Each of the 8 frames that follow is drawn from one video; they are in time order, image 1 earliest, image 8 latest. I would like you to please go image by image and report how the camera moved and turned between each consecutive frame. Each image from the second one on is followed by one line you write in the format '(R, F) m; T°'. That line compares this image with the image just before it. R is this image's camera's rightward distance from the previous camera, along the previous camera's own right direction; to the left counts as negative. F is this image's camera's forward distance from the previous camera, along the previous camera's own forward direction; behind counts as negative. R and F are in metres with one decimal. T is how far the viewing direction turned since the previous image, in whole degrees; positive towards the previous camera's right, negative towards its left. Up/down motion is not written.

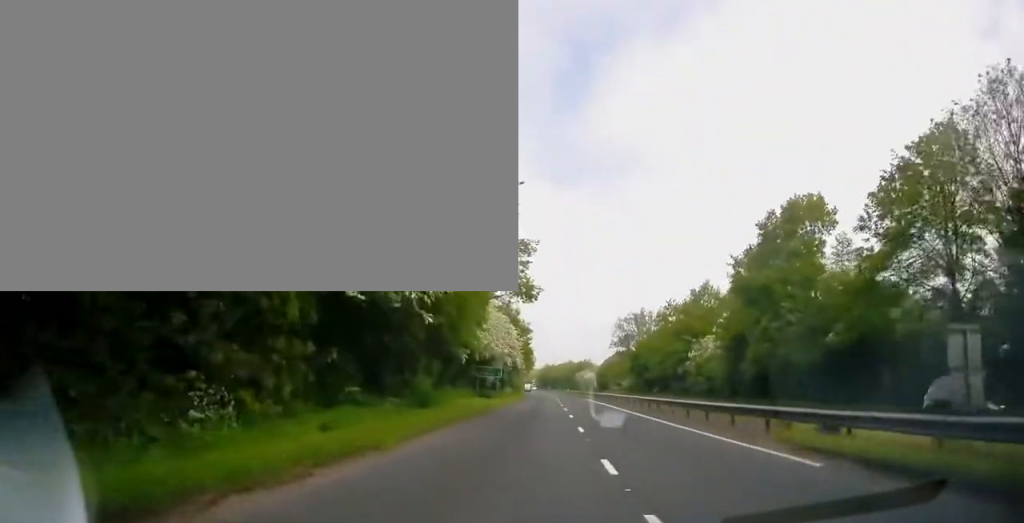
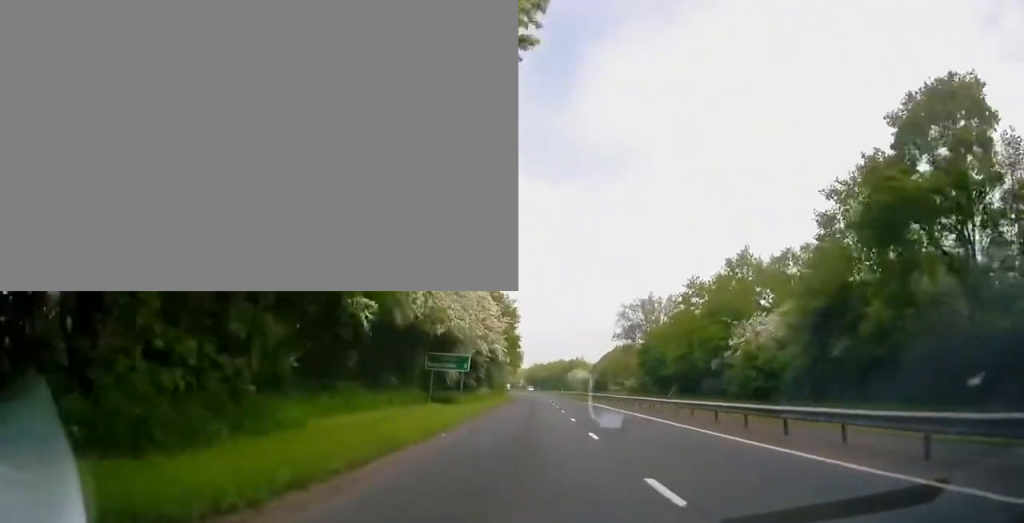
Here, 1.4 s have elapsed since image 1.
(+0.1, +19.9) m; +1°
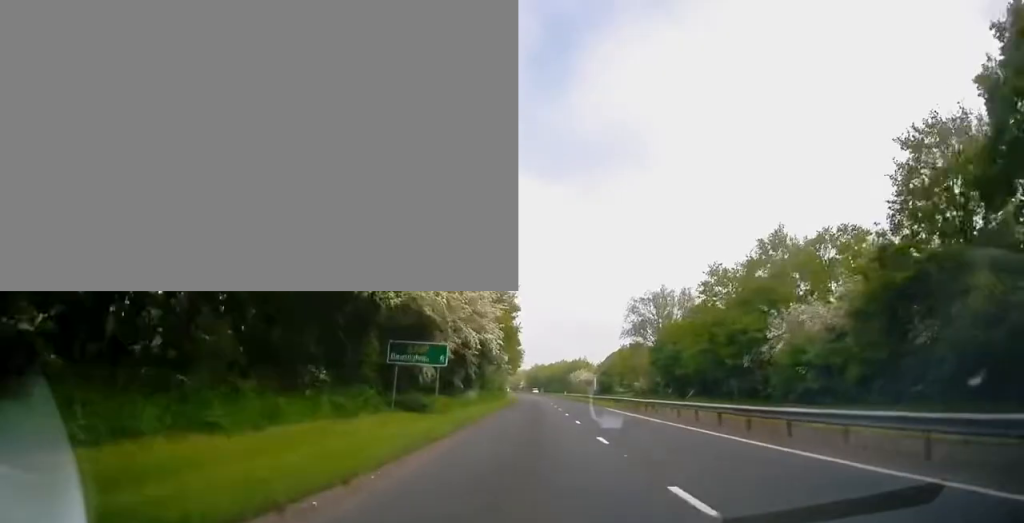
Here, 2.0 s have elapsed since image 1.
(+0.1, +9.1) m; 0°
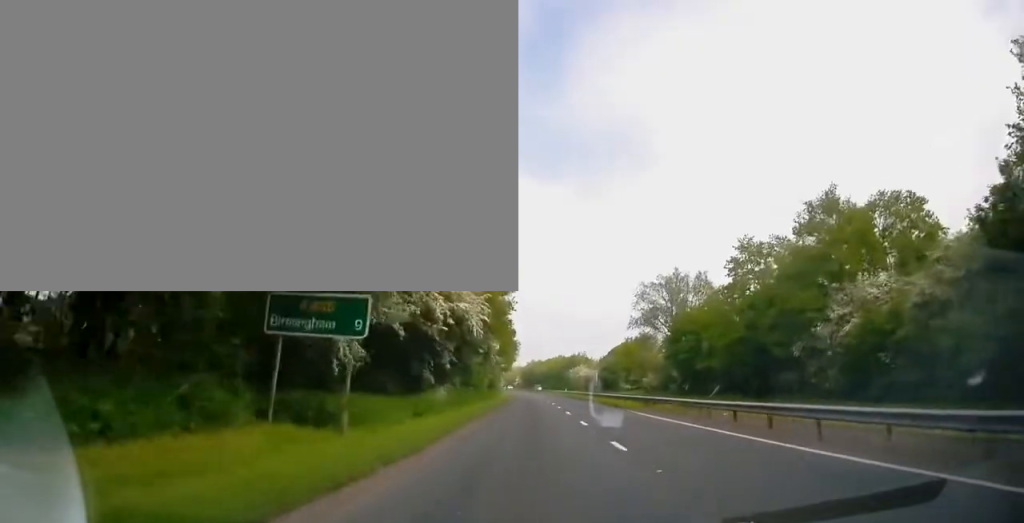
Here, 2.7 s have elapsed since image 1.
(-0.1, +11.2) m; 0°
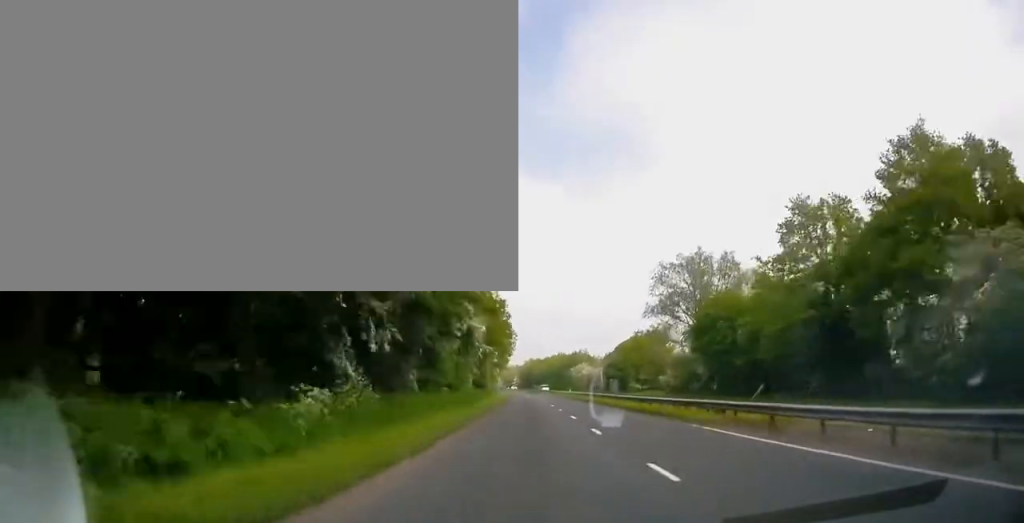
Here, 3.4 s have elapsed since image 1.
(0.0, +12.7) m; 0°
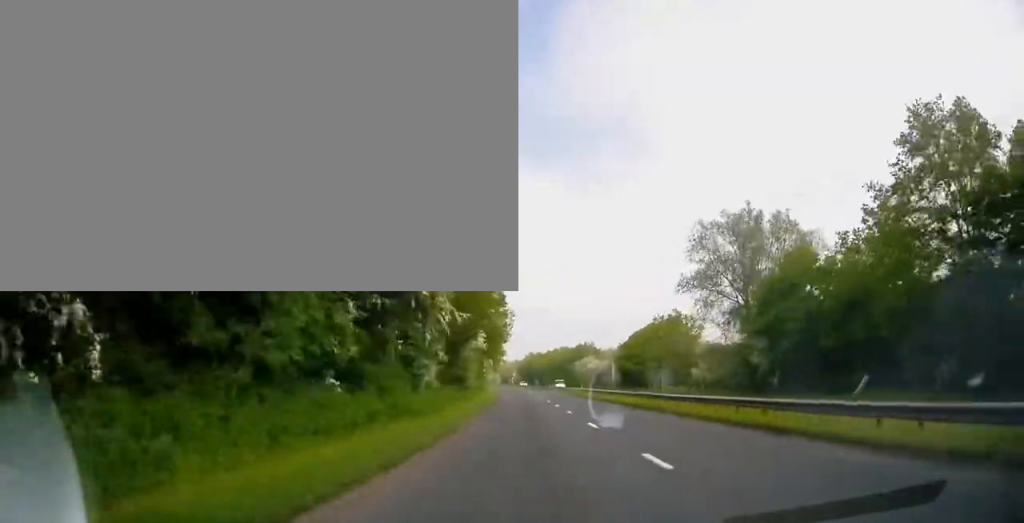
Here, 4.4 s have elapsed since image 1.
(+0.2, +16.5) m; +1°
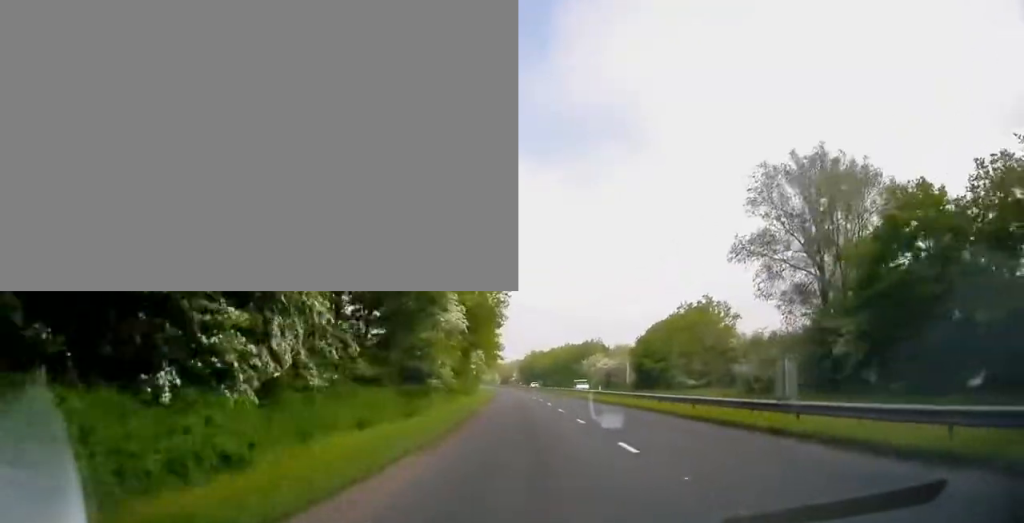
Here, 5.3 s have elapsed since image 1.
(+0.2, +15.0) m; 0°
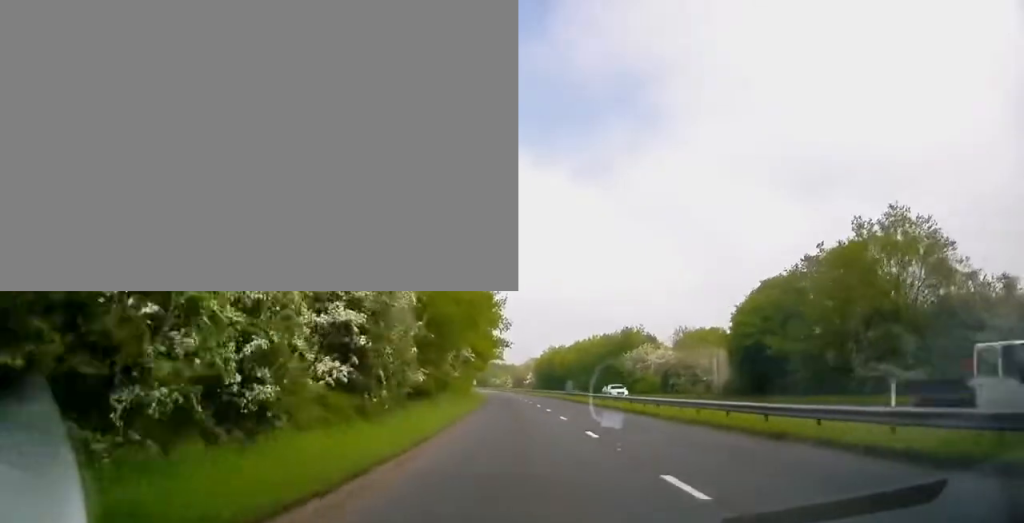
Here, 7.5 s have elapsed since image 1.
(-0.9, +39.4) m; -2°
